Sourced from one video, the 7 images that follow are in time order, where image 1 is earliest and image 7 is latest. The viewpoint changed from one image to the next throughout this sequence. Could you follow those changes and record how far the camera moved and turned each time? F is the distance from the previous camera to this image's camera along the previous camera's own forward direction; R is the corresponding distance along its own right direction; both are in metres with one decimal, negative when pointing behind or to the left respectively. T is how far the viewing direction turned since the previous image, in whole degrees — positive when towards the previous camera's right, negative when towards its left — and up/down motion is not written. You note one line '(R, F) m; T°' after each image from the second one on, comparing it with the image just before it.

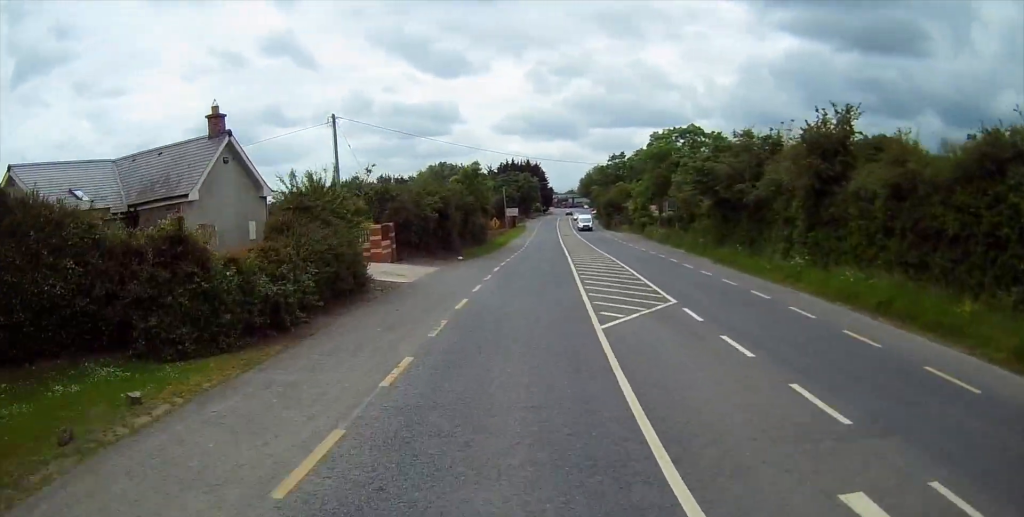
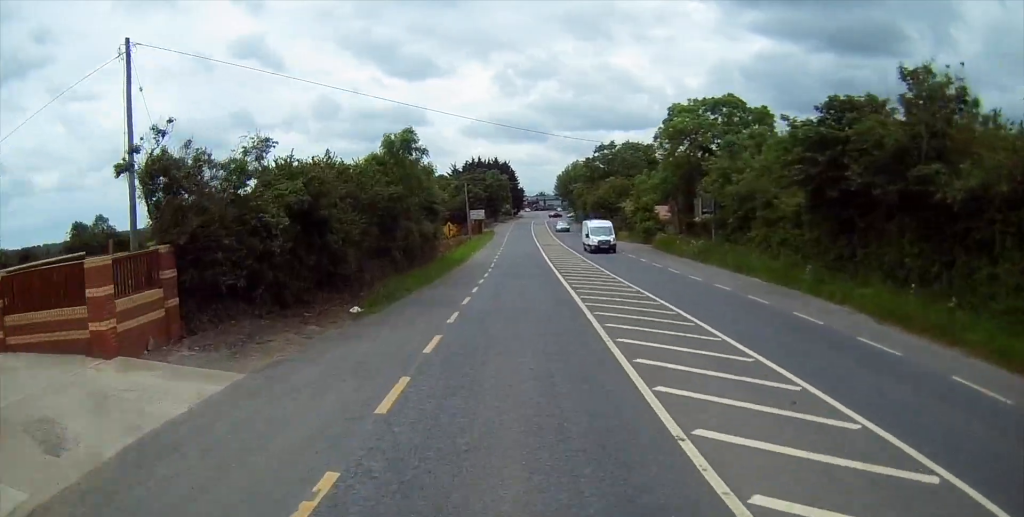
(+0.6, +21.1) m; +2°
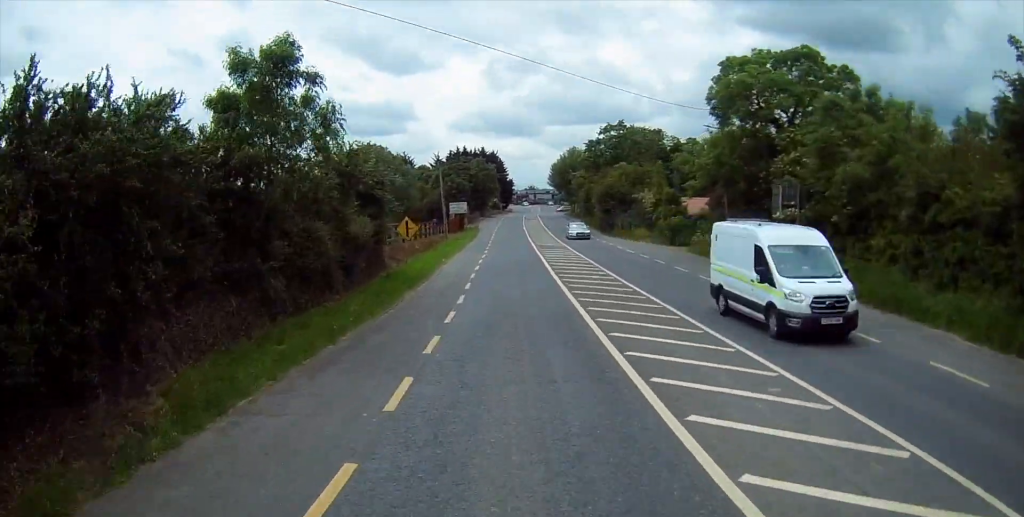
(0.0, +15.7) m; +1°
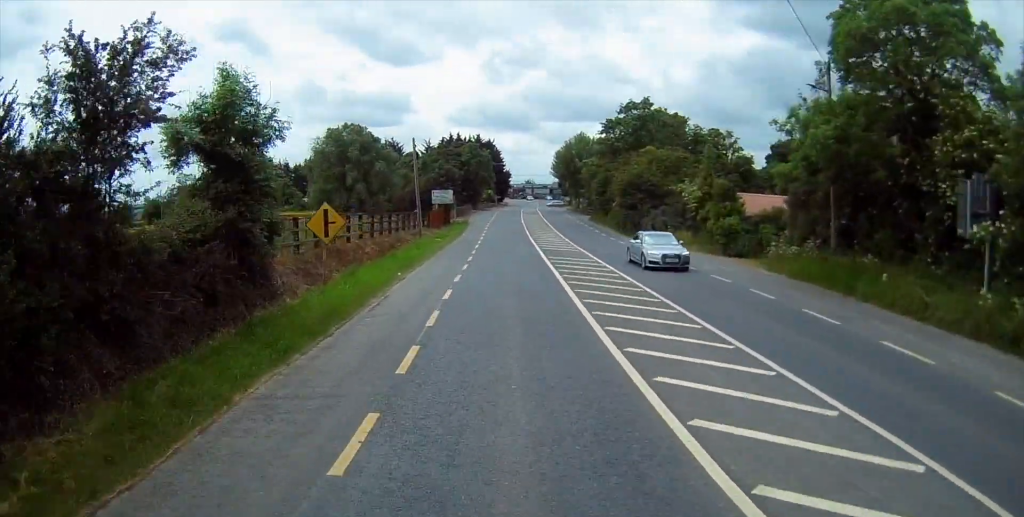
(+0.2, +14.6) m; +1°
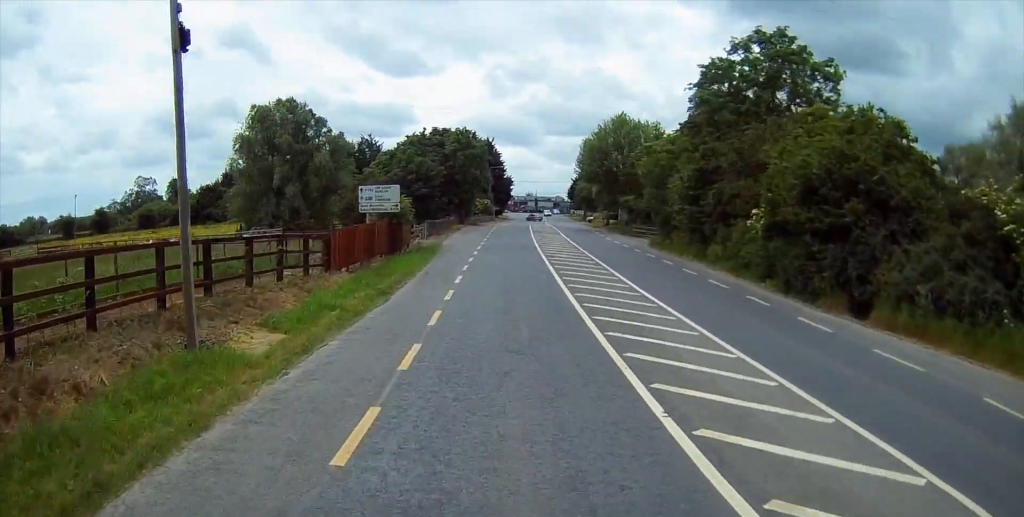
(+0.3, +31.7) m; +1°
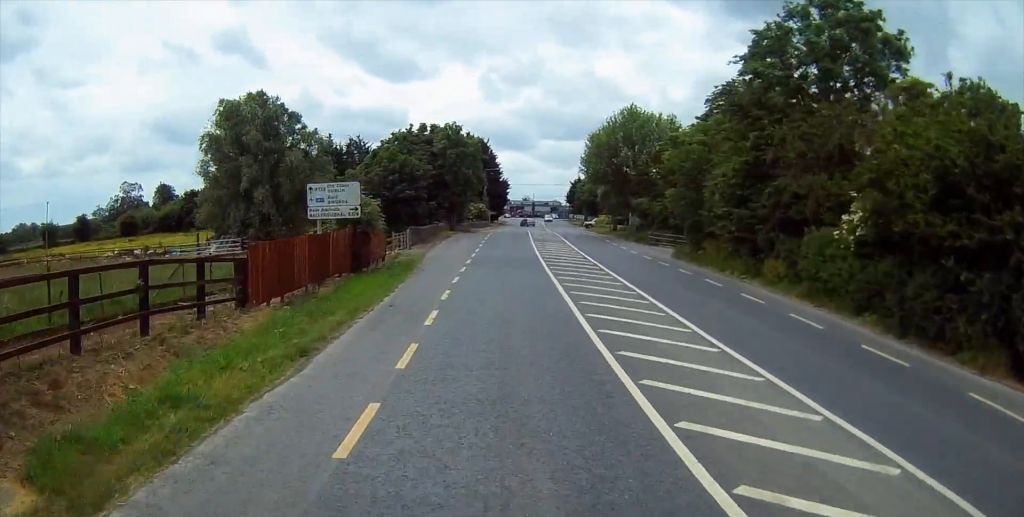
(-0.1, +7.7) m; 0°
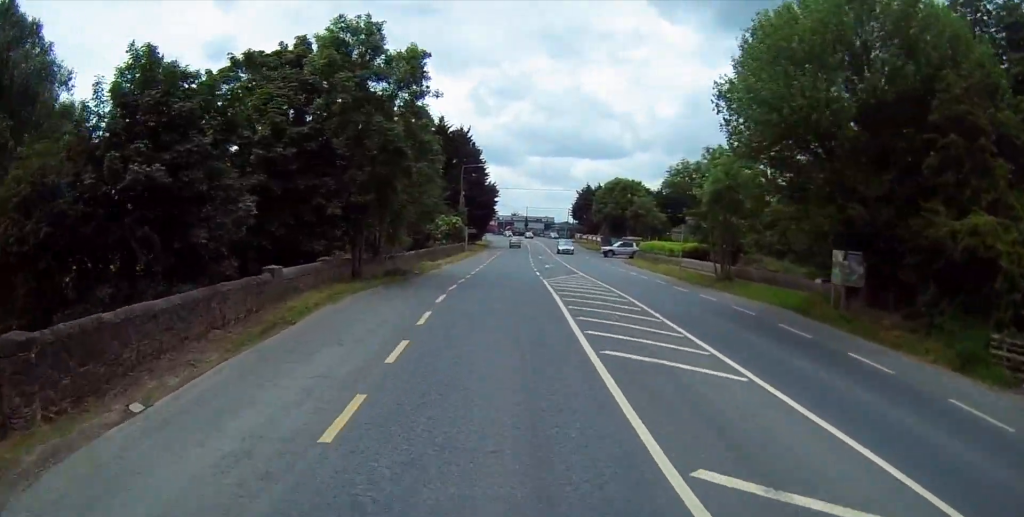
(+0.1, +39.7) m; 0°
